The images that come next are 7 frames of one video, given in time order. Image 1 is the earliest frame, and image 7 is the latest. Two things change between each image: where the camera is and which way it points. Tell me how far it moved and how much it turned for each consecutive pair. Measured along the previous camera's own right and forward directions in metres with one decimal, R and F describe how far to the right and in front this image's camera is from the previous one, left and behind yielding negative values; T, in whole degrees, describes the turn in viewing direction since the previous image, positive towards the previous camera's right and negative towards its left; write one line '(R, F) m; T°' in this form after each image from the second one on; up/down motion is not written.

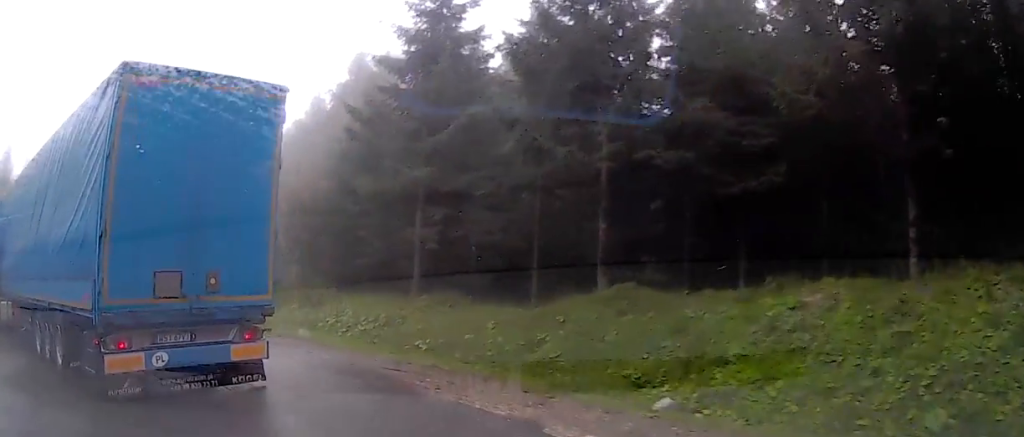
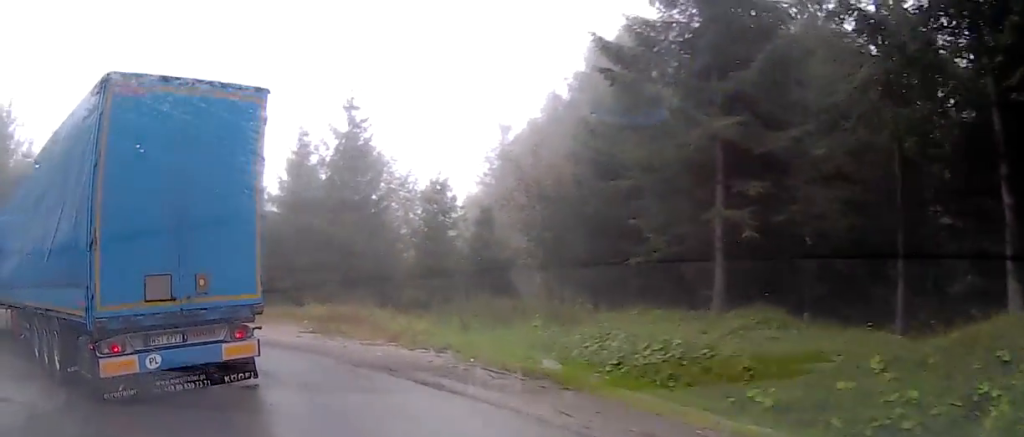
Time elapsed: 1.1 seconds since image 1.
(-1.0, +5.8) m; -28°
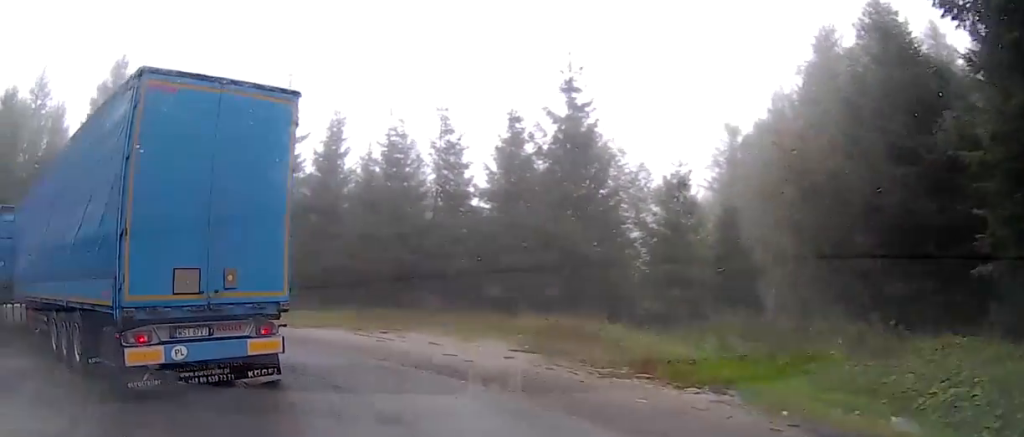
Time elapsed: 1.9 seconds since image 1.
(-1.2, +4.4) m; -29°
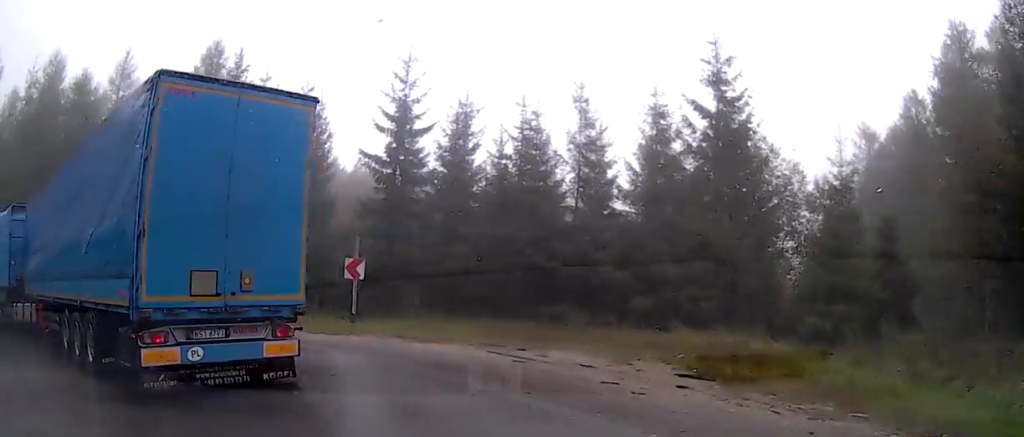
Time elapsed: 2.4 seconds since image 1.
(-0.3, +2.7) m; -14°
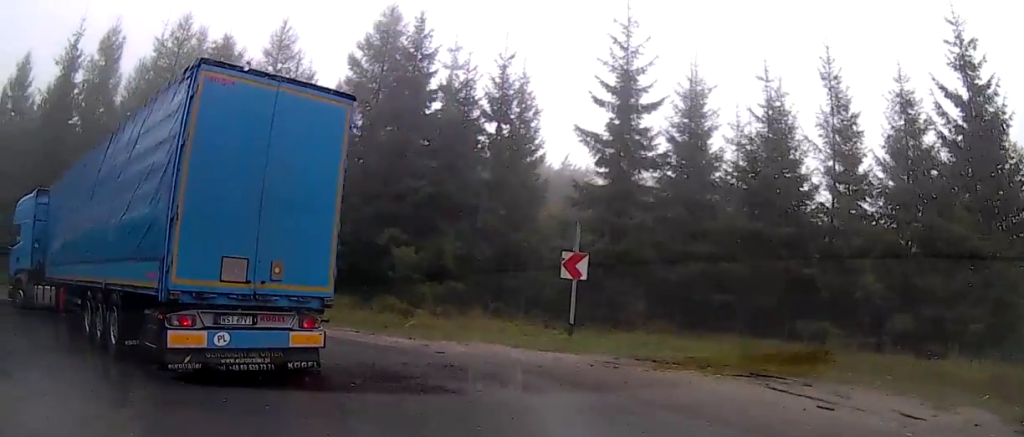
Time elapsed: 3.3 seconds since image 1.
(-1.3, +4.6) m; -12°
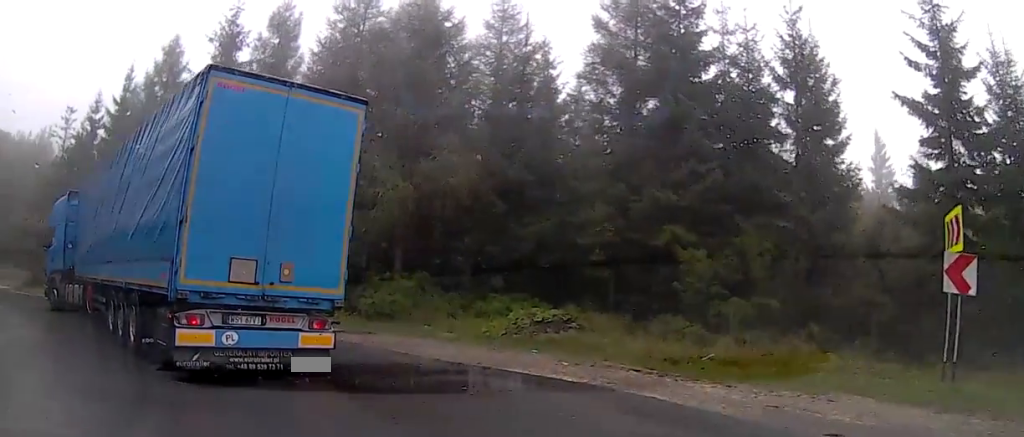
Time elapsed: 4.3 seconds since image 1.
(+0.3, +5.5) m; -13°
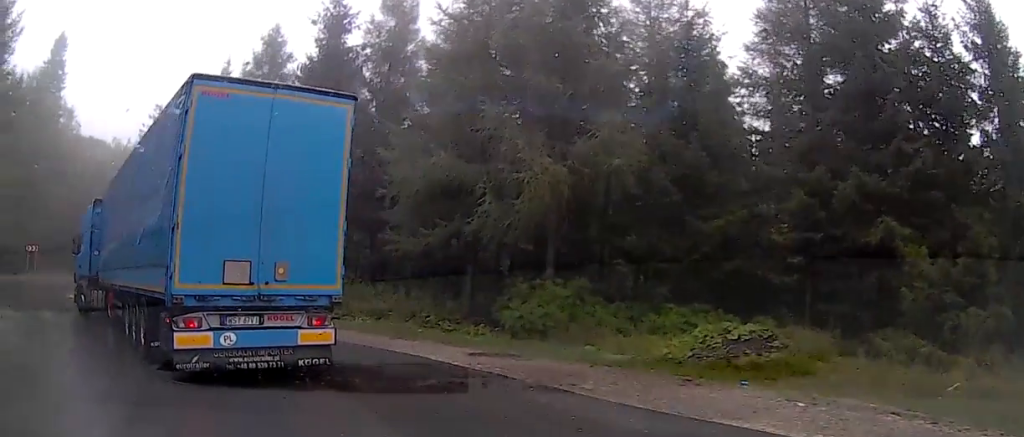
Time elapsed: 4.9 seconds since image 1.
(-0.8, +3.5) m; -20°
